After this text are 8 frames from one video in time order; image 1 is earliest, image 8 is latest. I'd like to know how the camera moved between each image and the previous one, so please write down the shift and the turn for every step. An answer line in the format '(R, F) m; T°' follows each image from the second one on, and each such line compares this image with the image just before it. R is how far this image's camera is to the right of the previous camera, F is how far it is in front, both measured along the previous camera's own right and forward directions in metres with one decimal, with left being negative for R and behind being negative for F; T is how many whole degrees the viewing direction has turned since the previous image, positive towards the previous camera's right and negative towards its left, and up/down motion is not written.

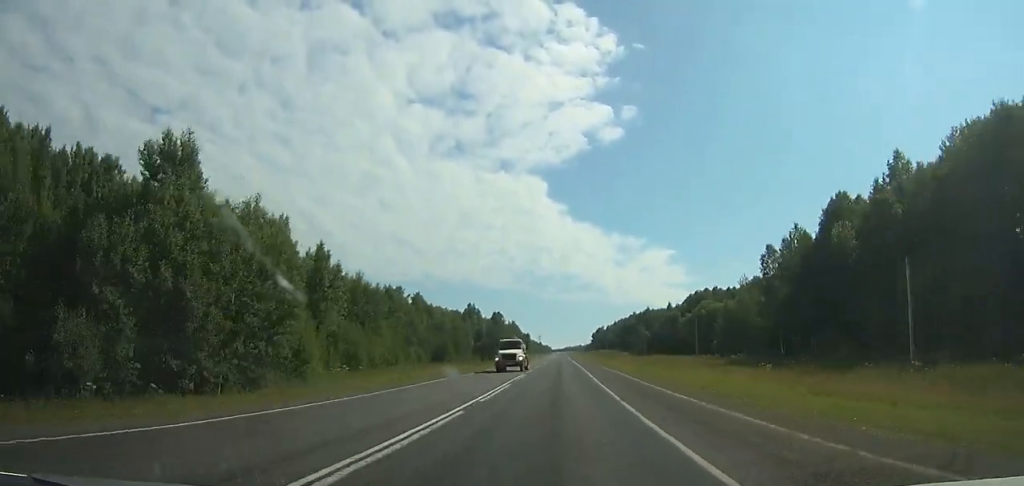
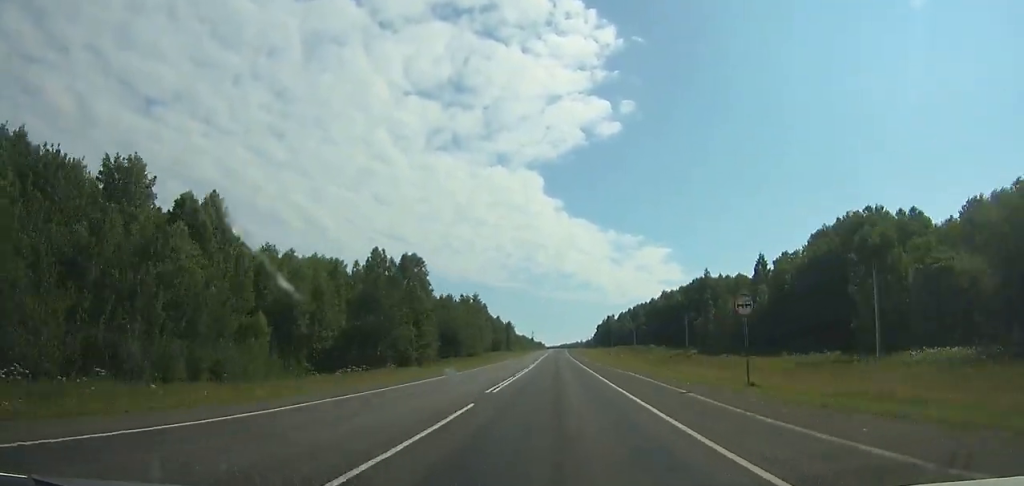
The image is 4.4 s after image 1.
(+0.3, +118.5) m; 0°
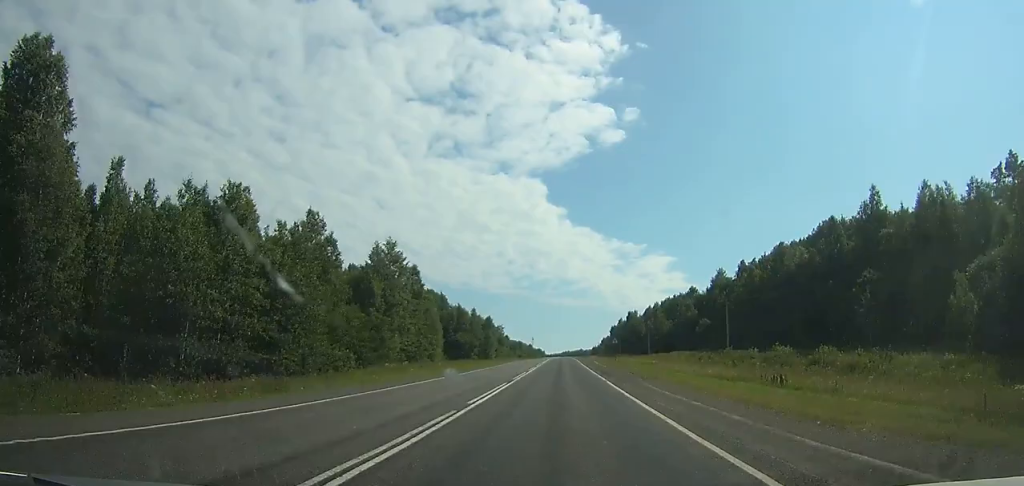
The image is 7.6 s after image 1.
(+0.1, +87.9) m; 0°
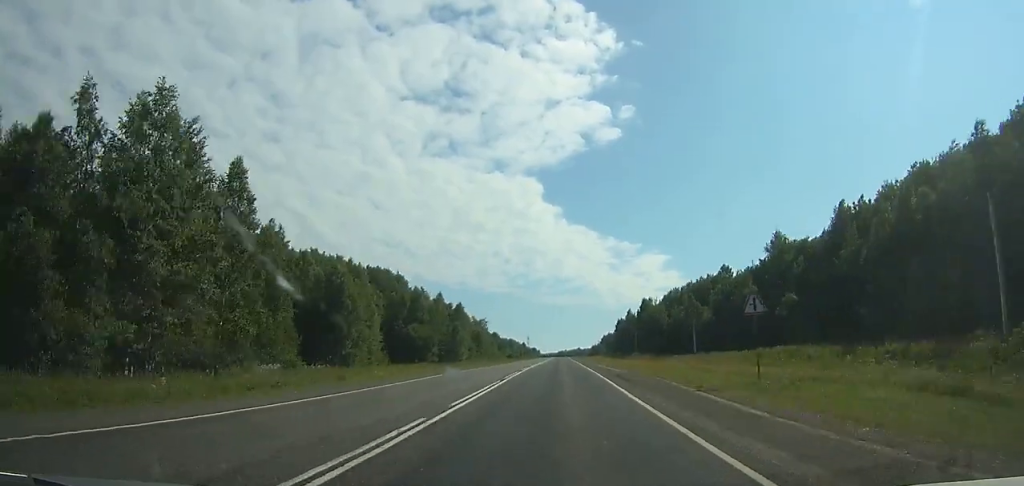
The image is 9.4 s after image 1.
(0.0, +49.8) m; 0°
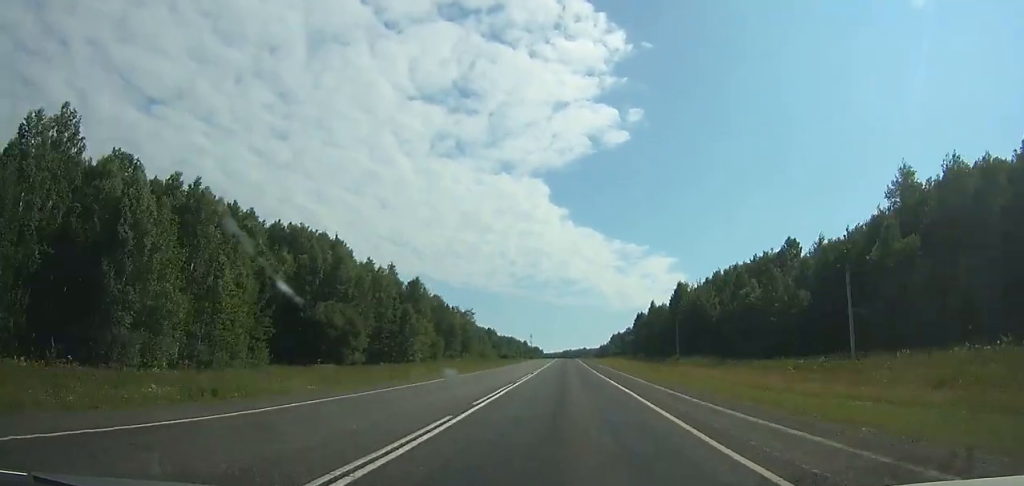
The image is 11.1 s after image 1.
(-0.1, +47.4) m; 0°
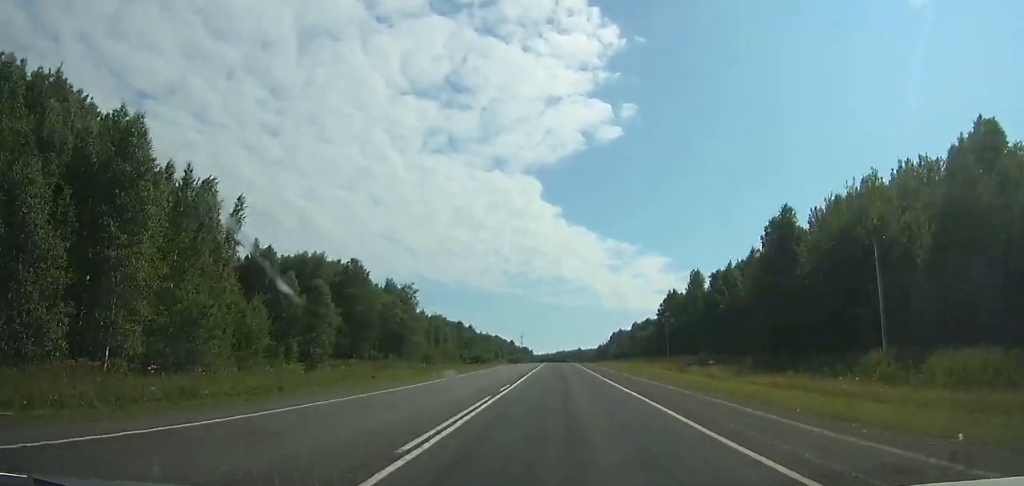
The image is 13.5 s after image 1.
(+0.2, +66.9) m; 0°
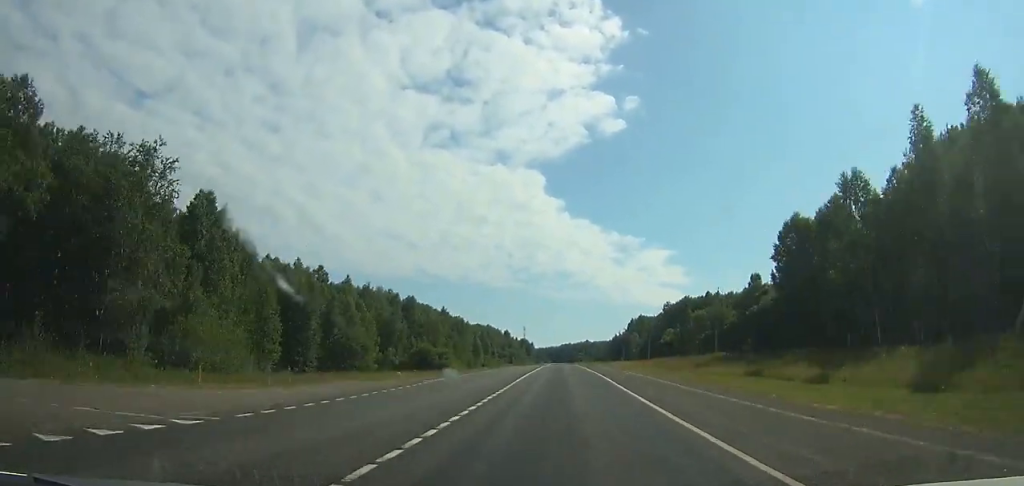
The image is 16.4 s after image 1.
(0.0, +80.7) m; 0°
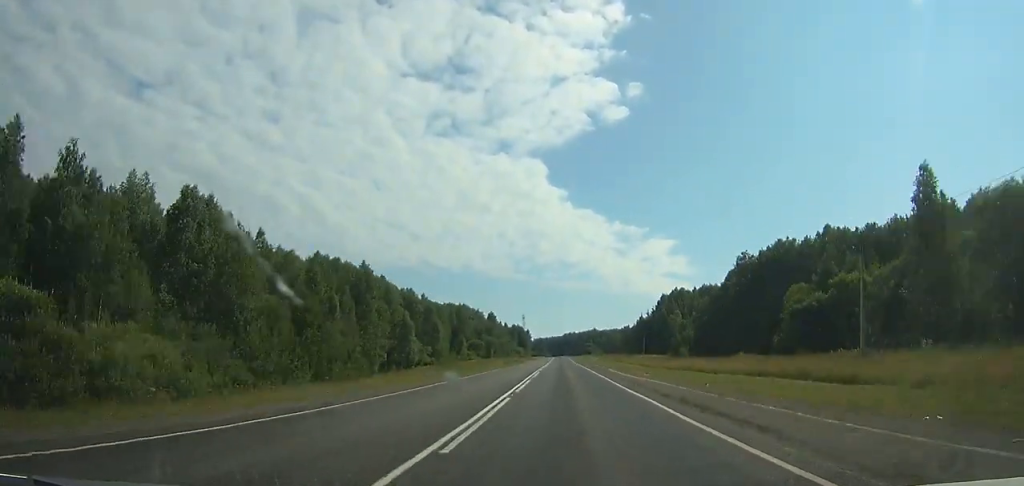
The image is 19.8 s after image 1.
(-0.2, +93.7) m; 0°
